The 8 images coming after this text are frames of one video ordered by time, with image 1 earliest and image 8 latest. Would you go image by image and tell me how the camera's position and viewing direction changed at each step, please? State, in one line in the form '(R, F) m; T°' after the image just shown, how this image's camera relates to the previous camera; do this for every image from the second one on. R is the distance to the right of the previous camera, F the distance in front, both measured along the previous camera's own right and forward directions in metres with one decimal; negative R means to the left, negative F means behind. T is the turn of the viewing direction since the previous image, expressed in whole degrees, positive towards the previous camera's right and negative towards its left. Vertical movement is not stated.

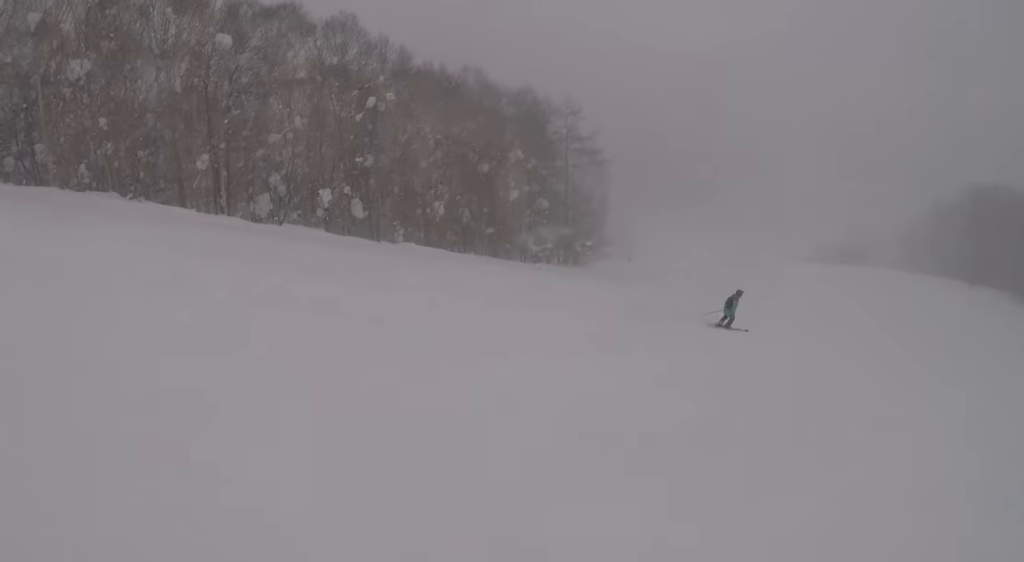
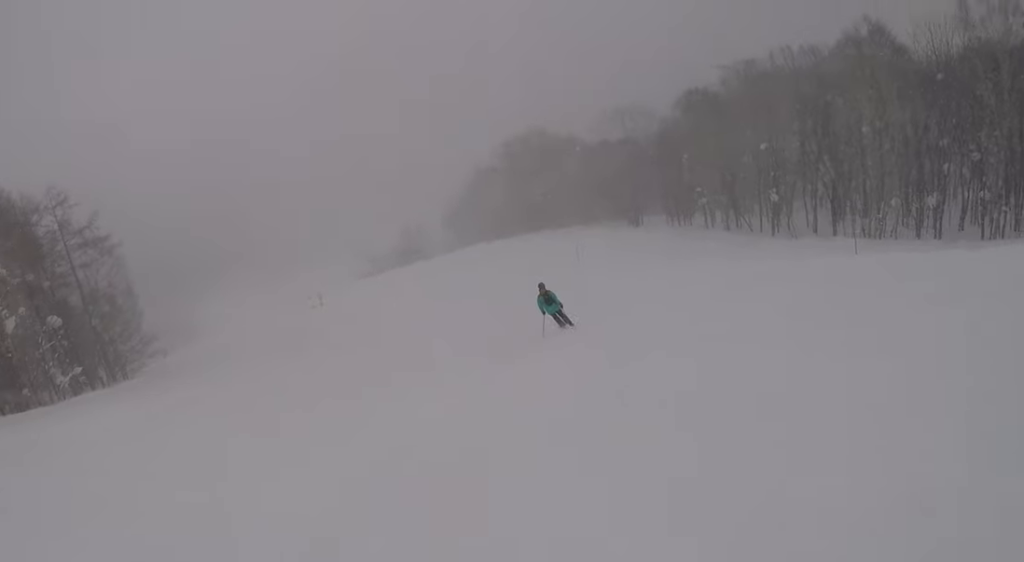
(+2.2, +12.1) m; +17°
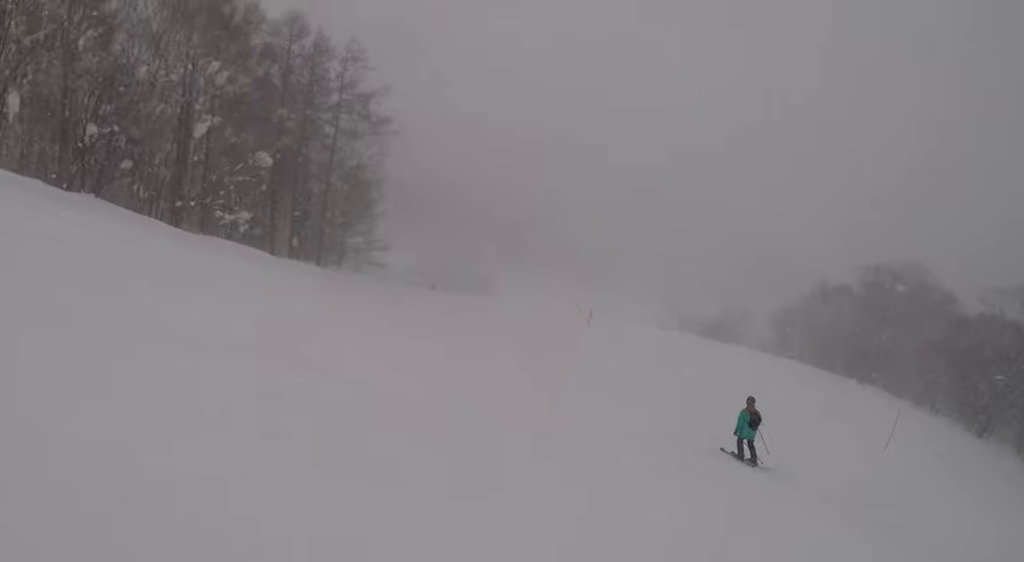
(+0.3, +12.2) m; -9°
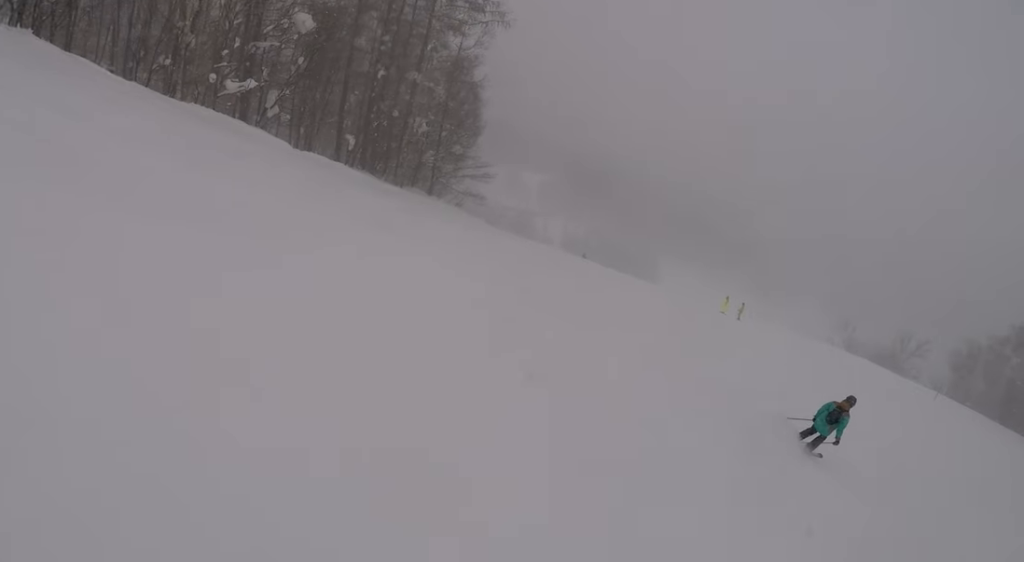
(-3.3, +11.9) m; -23°
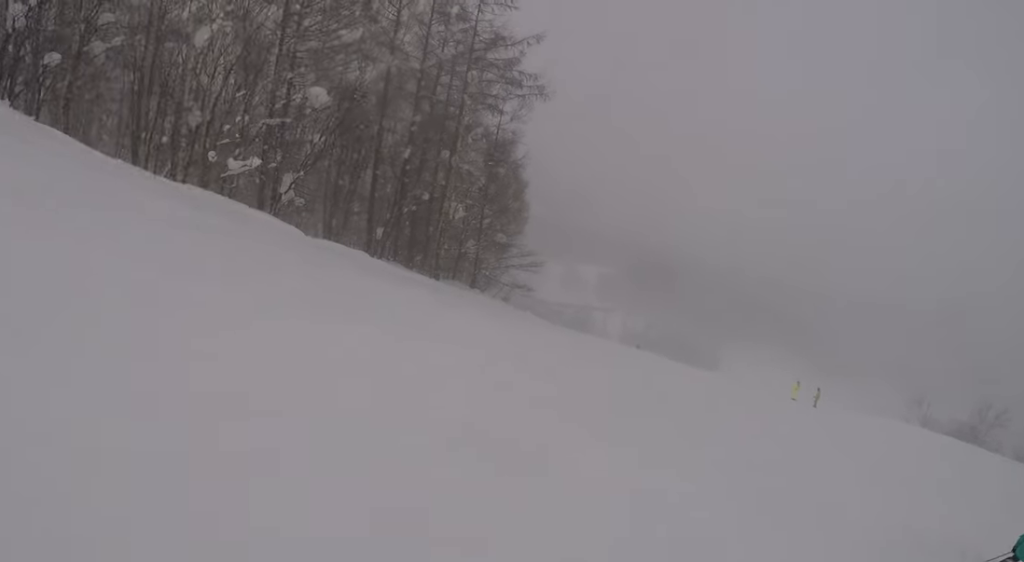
(-0.4, +4.4) m; -5°
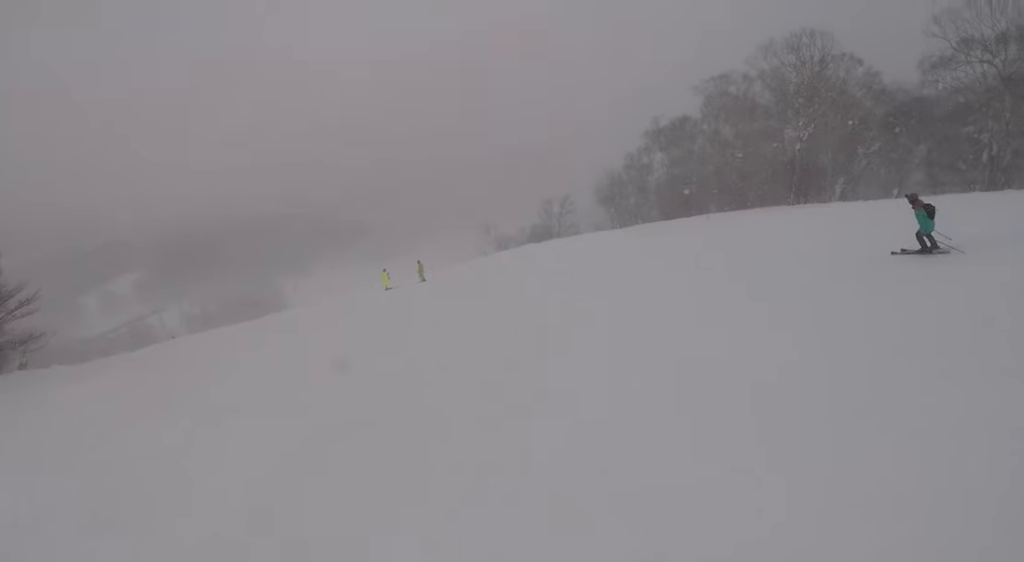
(+1.8, +10.0) m; +32°
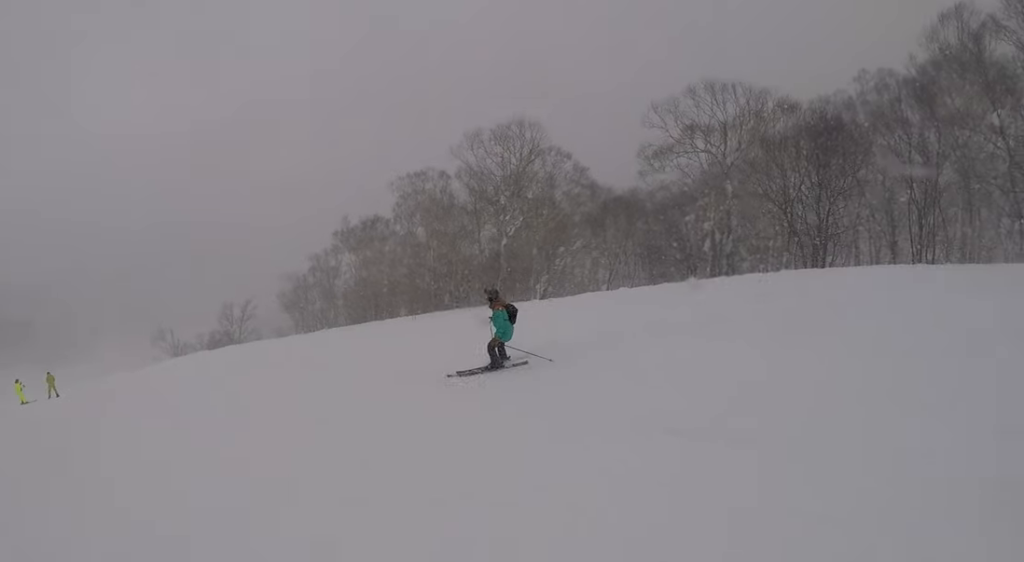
(+2.3, +6.8) m; +18°
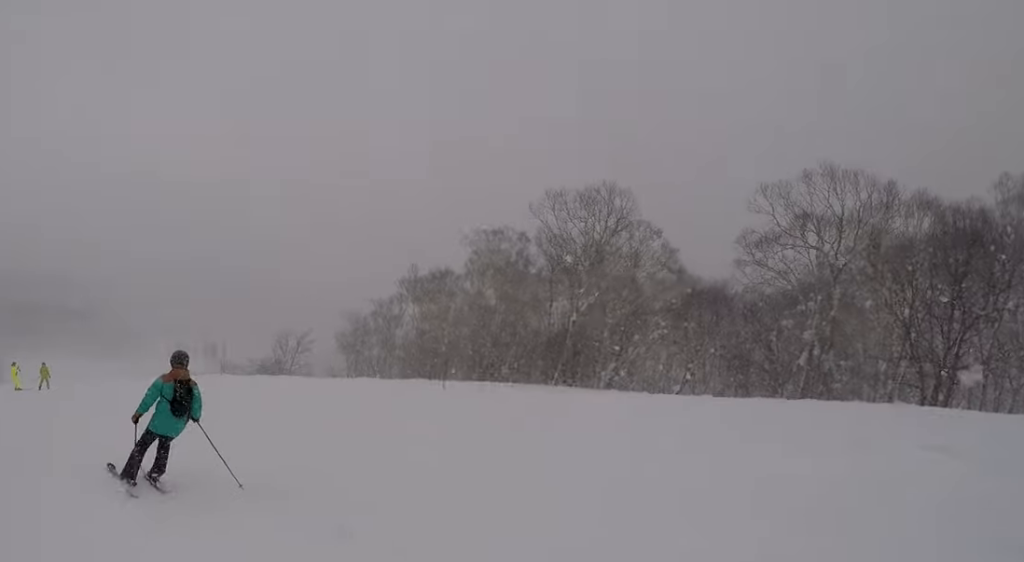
(+0.1, +4.6) m; -4°
